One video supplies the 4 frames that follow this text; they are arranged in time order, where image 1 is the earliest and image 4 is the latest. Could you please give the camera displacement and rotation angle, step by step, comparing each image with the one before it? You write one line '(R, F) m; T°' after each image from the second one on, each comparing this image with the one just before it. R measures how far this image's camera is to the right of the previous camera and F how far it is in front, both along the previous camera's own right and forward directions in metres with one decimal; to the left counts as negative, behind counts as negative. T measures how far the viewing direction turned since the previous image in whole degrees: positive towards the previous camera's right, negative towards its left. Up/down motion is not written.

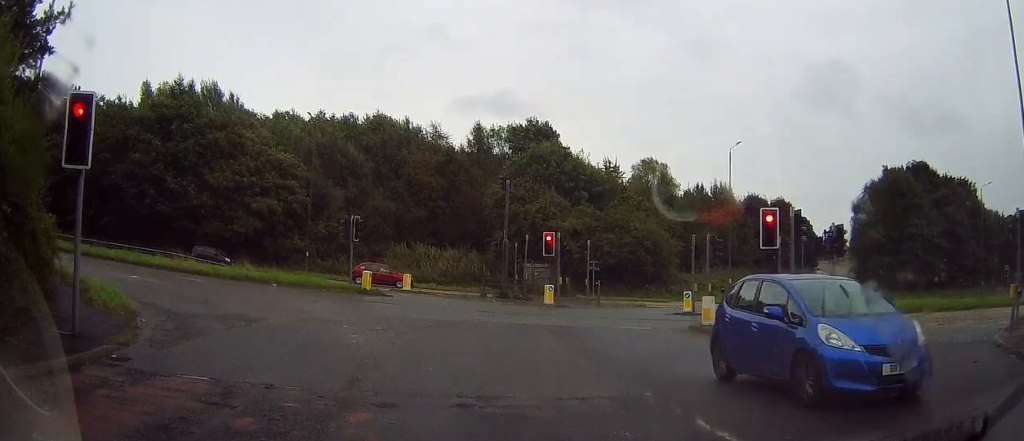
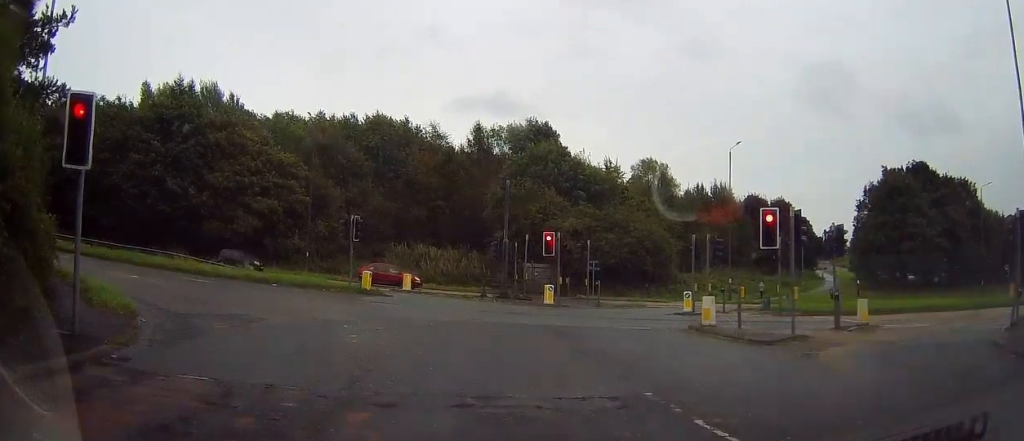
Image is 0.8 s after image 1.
(0.0, 0.0) m; 0°
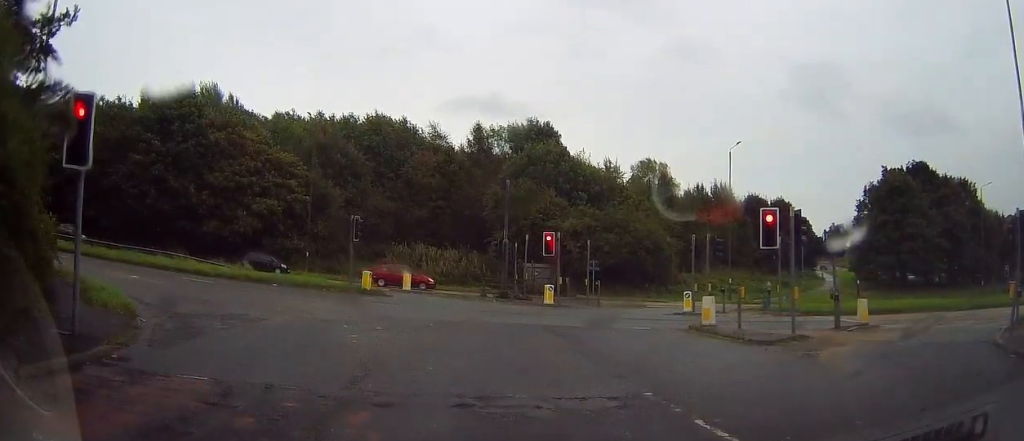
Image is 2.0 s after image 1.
(0.0, 0.0) m; 0°
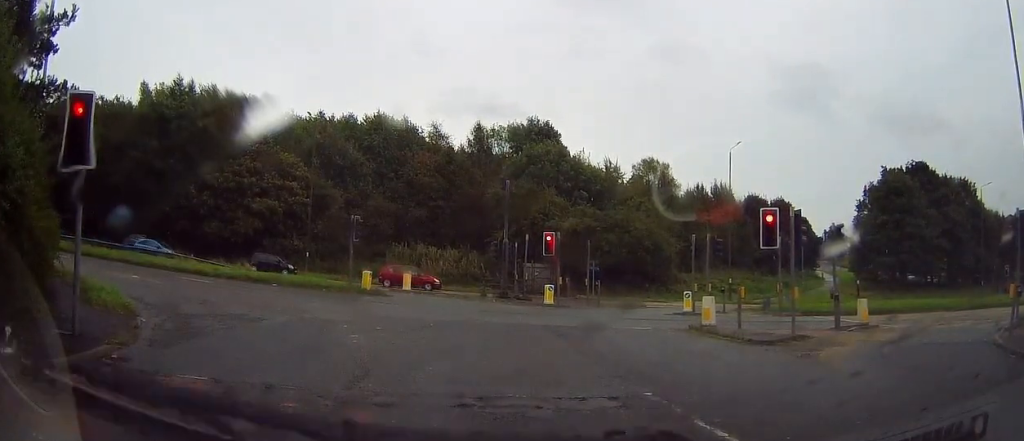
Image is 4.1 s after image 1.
(0.0, 0.0) m; 0°
